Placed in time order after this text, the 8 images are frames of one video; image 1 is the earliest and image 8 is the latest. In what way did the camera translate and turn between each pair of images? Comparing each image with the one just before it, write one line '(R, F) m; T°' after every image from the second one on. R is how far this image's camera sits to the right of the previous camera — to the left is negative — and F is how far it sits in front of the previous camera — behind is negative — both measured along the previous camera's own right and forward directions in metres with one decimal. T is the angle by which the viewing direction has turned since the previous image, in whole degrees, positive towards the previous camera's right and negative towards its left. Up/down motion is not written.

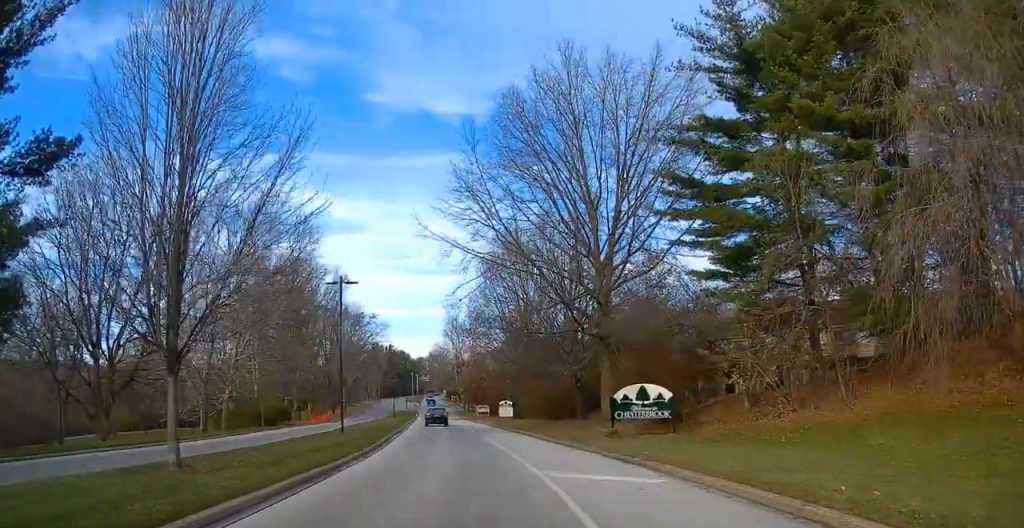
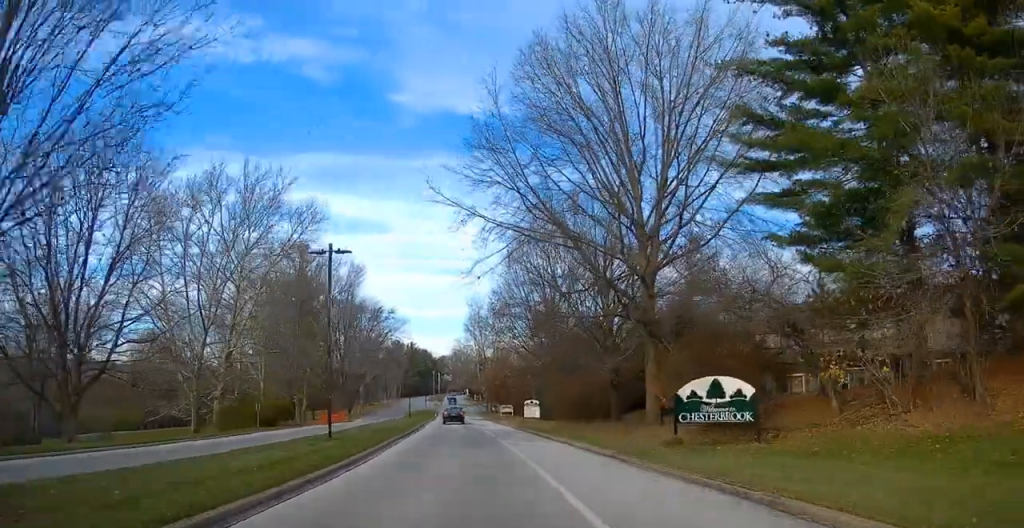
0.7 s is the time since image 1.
(-0.2, +6.6) m; -3°
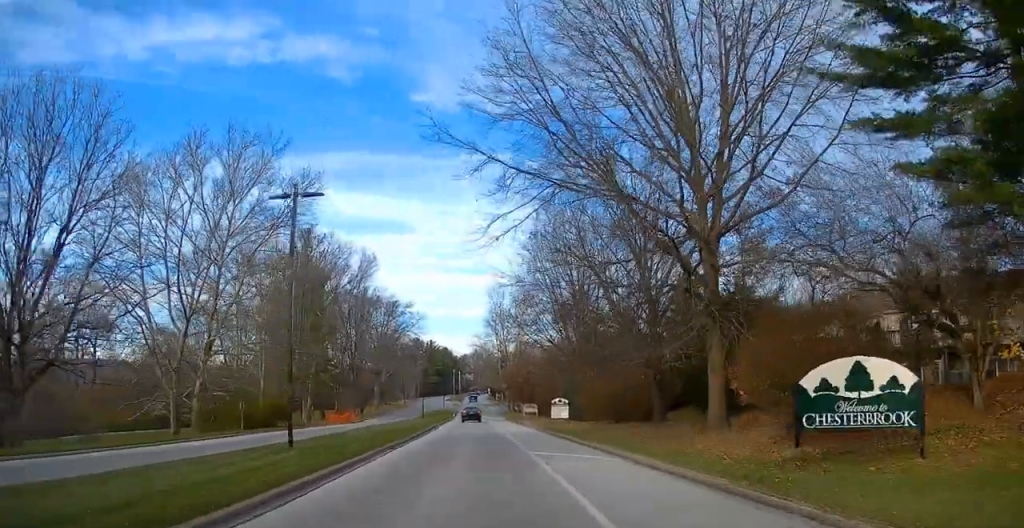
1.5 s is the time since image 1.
(-0.2, +7.5) m; -3°
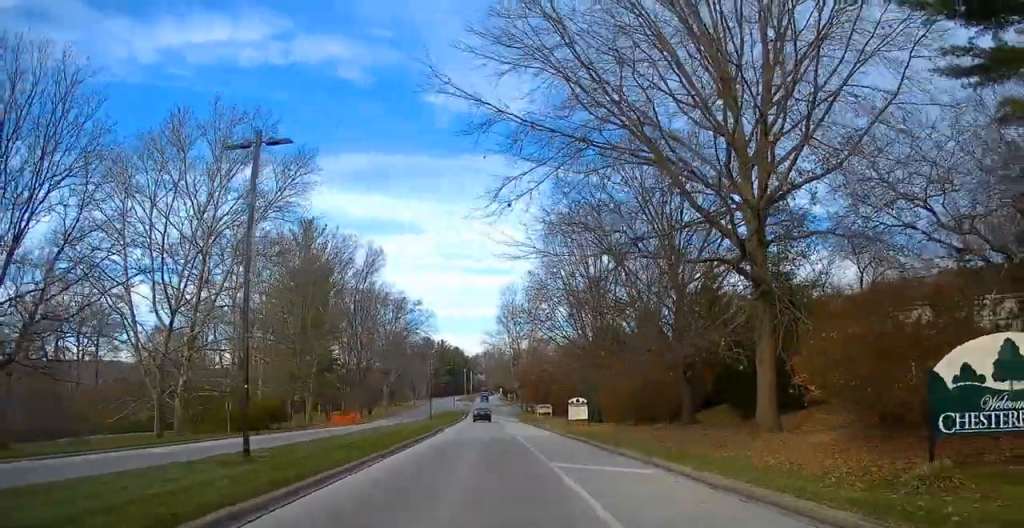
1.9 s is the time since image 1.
(0.0, +4.2) m; -2°
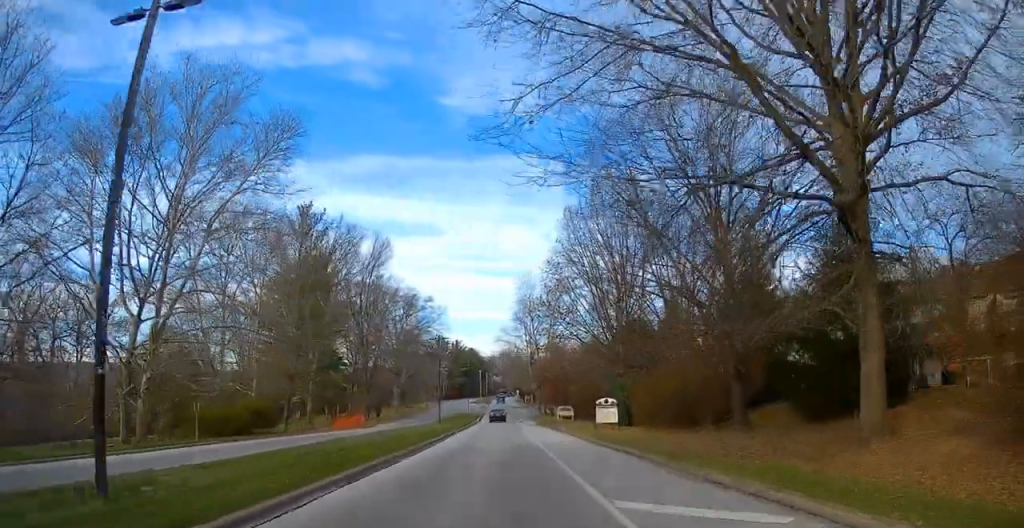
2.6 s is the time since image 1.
(-0.2, +6.2) m; -1°
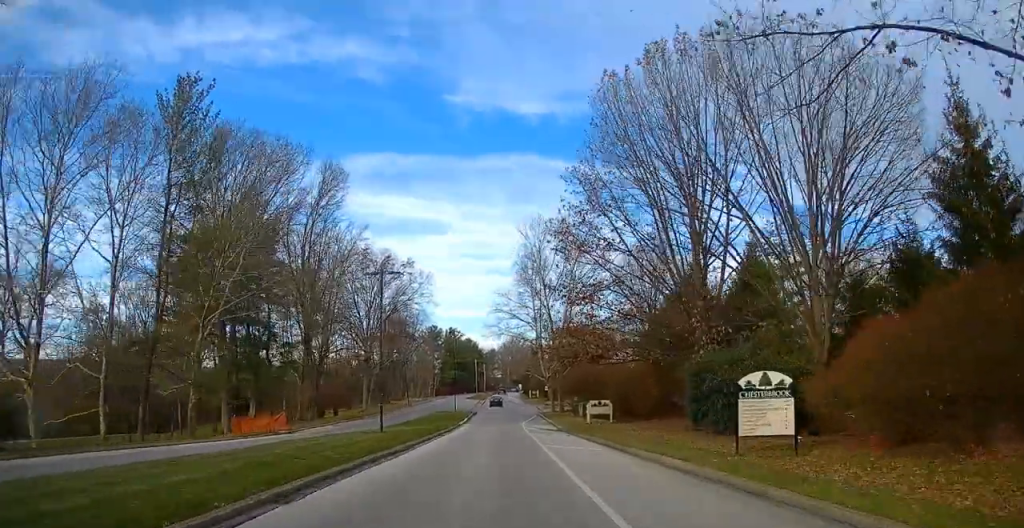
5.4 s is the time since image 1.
(+0.8, +25.7) m; +2°
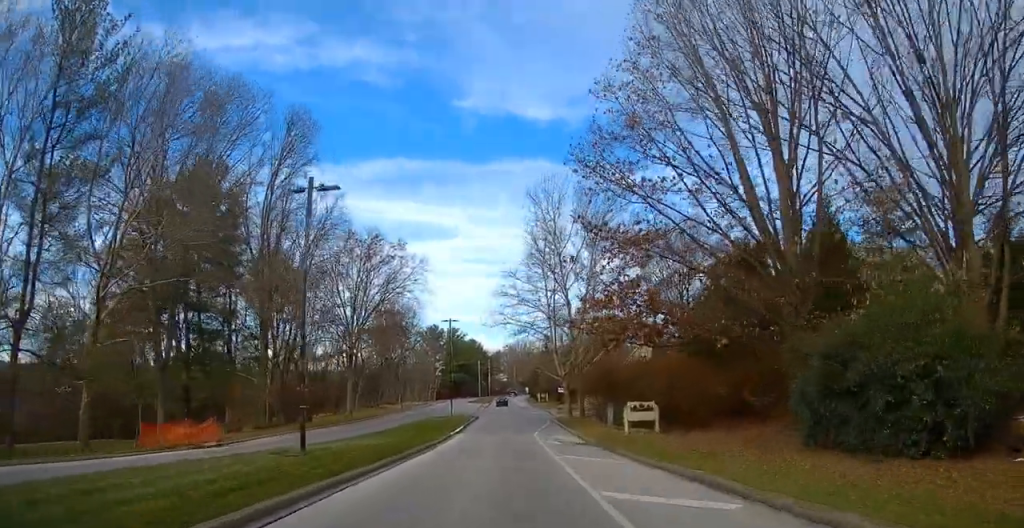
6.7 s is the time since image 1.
(-0.5, +12.3) m; -4°
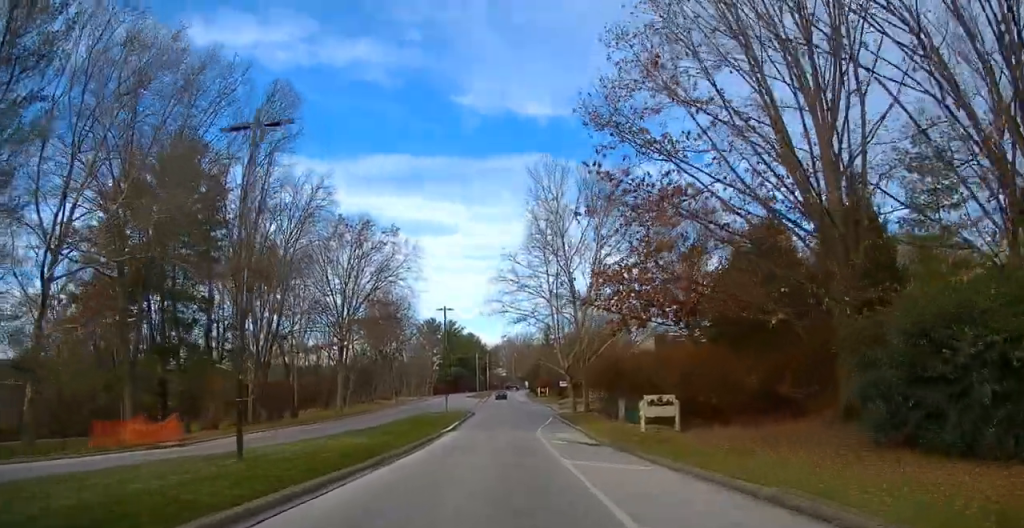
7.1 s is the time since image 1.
(-0.2, +4.3) m; -1°
